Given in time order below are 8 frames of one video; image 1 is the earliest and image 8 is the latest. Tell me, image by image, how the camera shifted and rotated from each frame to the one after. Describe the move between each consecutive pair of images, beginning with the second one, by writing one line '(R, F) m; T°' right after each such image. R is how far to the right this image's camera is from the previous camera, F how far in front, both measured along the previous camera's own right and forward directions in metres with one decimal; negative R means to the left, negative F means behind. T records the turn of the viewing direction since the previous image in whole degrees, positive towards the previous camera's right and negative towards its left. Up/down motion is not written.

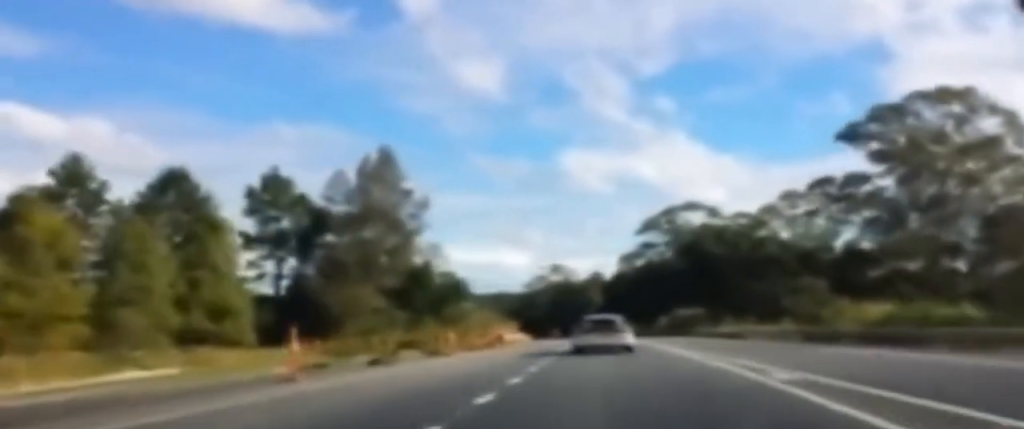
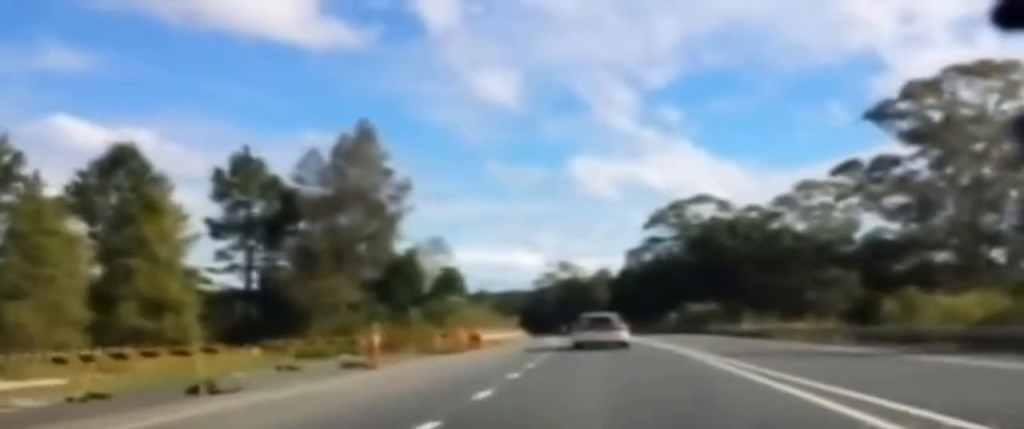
(0.0, +13.5) m; -1°
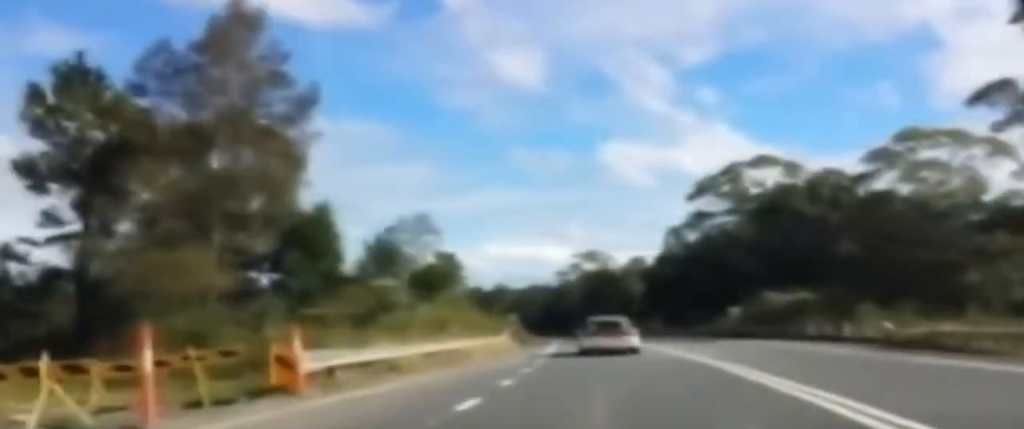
(-0.3, +24.5) m; -1°
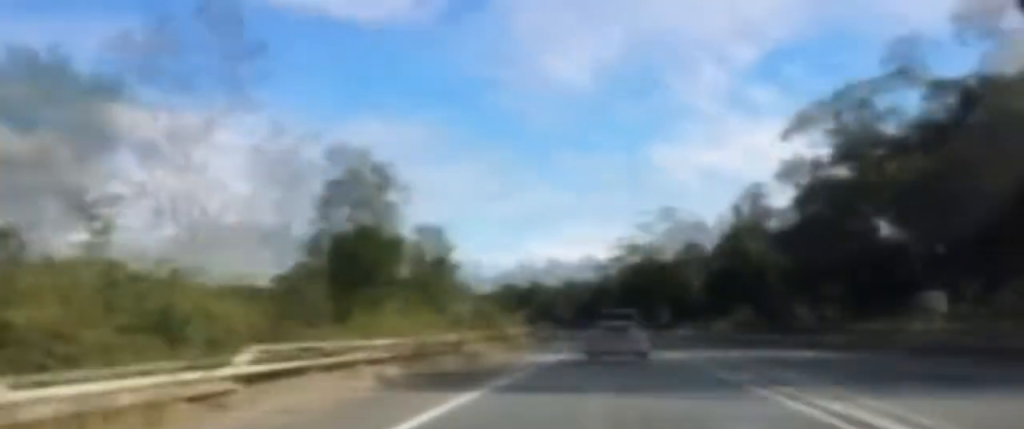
(-1.0, +46.9) m; -3°
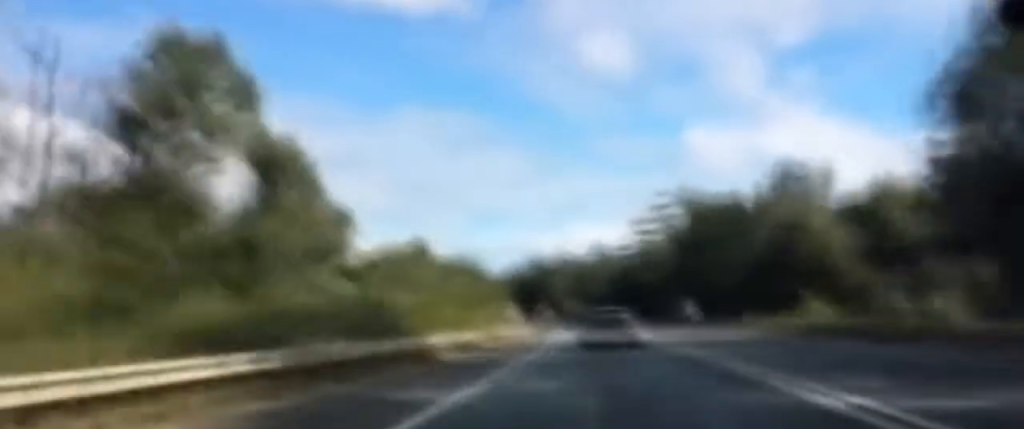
(-0.7, +31.5) m; -2°
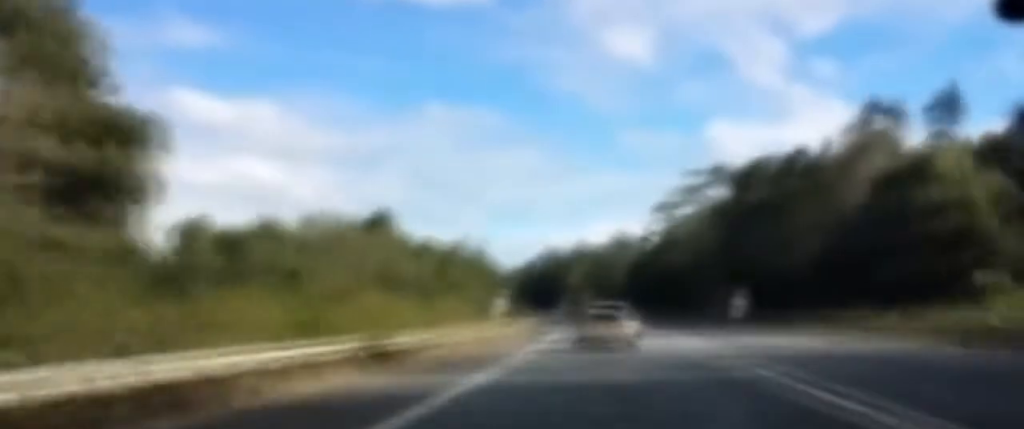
(-0.3, +23.8) m; -1°
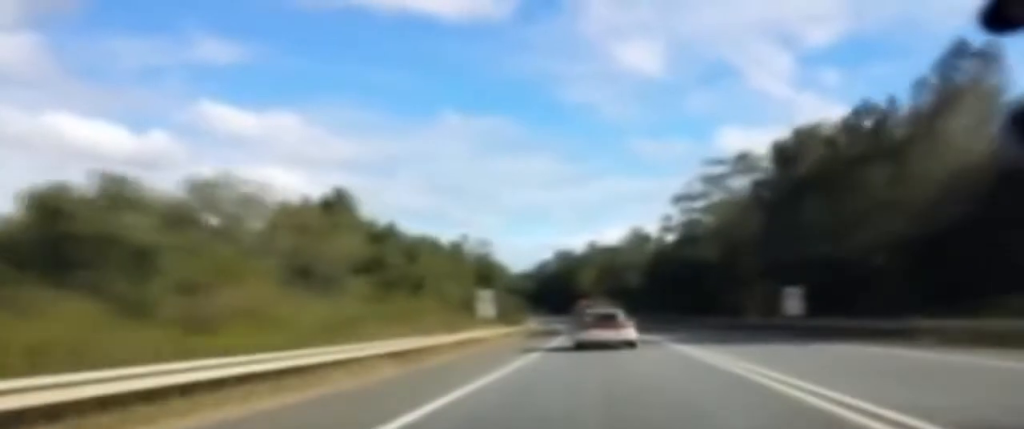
(-0.2, +15.7) m; 0°
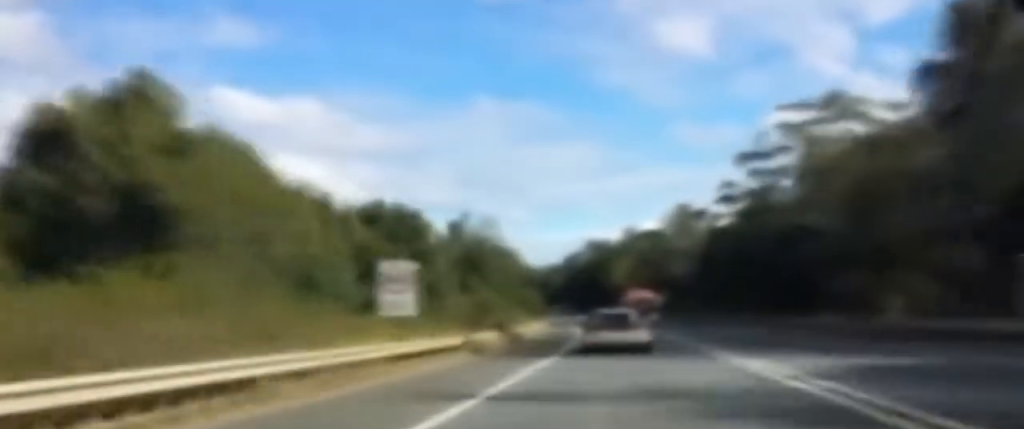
(+0.1, +24.4) m; -1°
